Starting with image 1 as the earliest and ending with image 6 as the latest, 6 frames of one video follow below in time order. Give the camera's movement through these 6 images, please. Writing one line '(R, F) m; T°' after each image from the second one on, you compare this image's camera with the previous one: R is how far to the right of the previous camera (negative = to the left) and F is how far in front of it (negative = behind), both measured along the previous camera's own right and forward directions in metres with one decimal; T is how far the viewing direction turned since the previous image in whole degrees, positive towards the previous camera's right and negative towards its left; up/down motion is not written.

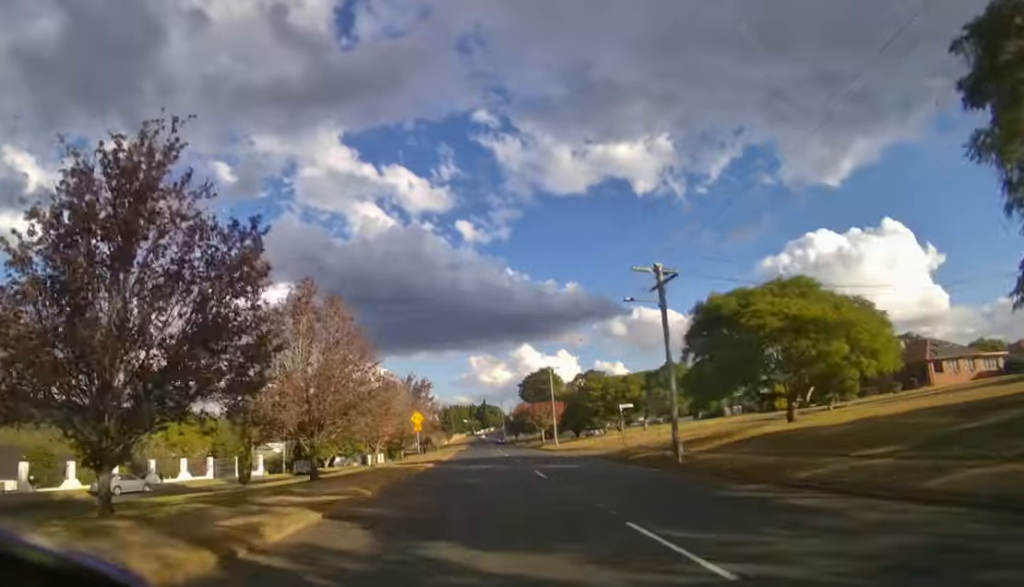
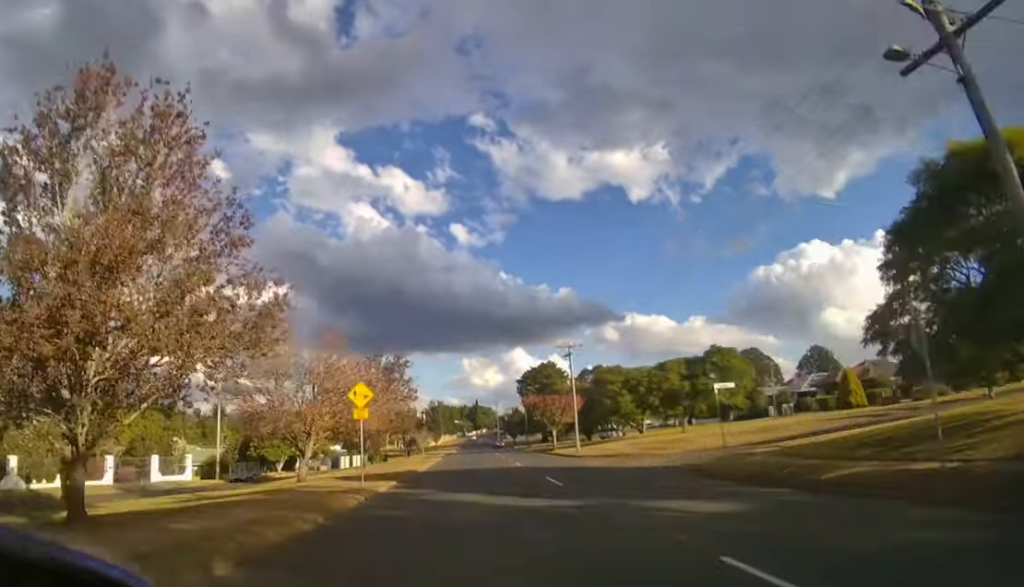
(+0.3, +14.5) m; +2°
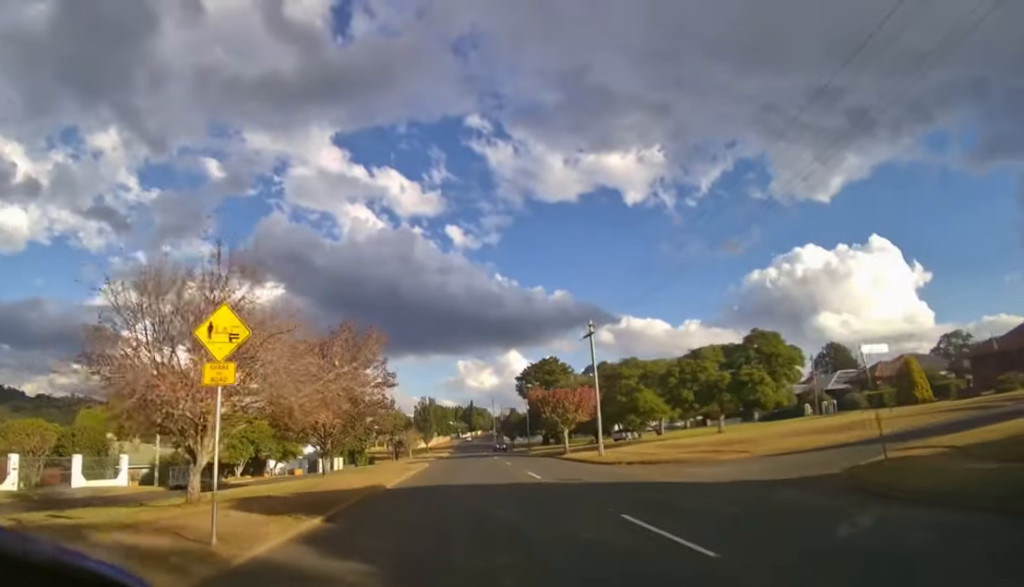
(+0.1, +8.6) m; +1°
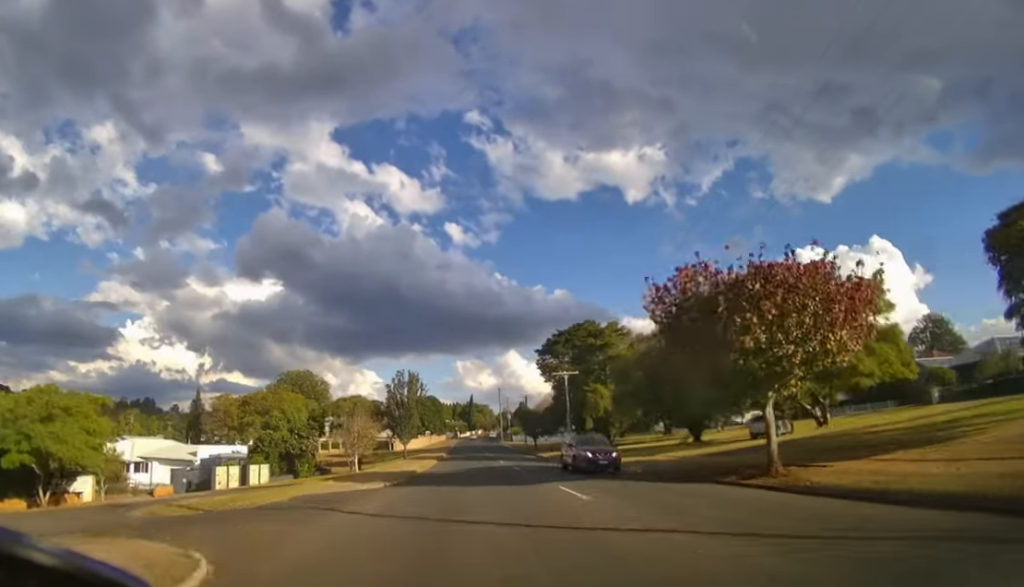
(+0.3, +33.0) m; +1°
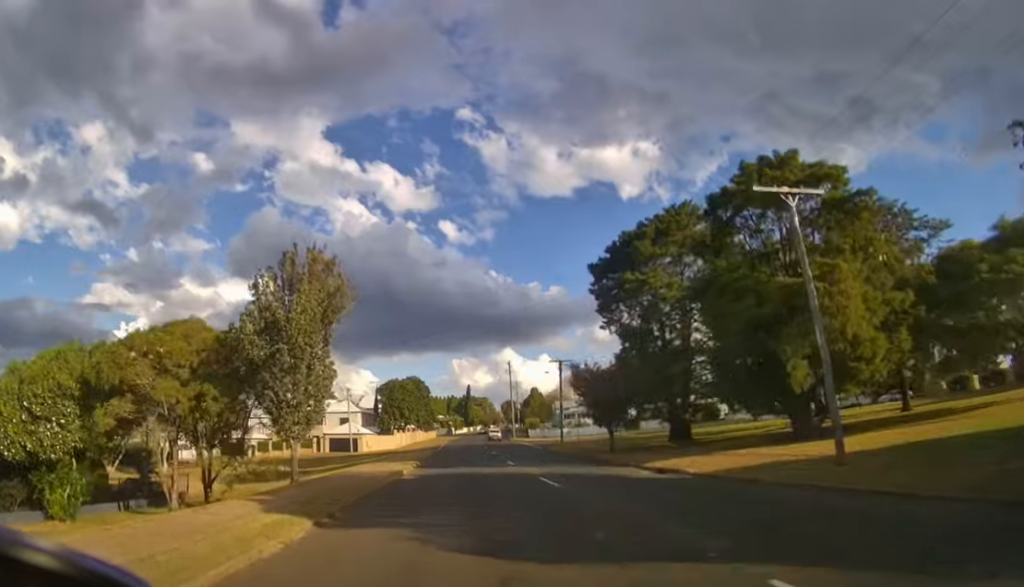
(+0.3, +38.4) m; 0°
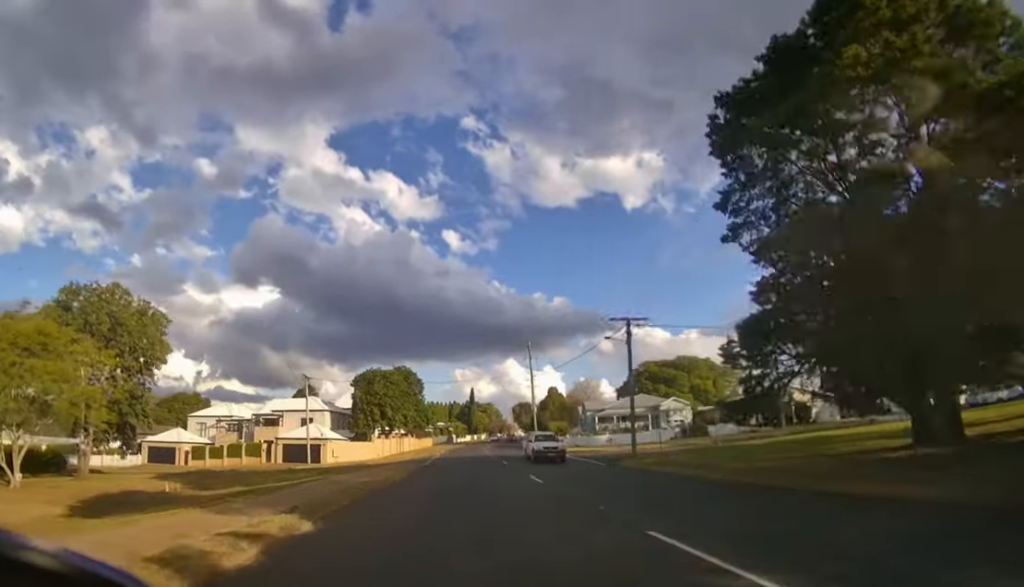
(0.0, +19.1) m; 0°
